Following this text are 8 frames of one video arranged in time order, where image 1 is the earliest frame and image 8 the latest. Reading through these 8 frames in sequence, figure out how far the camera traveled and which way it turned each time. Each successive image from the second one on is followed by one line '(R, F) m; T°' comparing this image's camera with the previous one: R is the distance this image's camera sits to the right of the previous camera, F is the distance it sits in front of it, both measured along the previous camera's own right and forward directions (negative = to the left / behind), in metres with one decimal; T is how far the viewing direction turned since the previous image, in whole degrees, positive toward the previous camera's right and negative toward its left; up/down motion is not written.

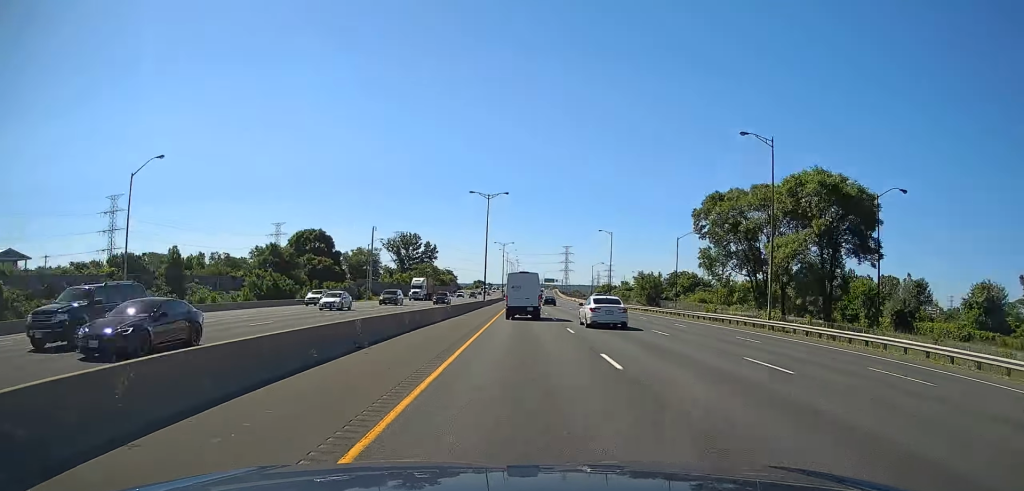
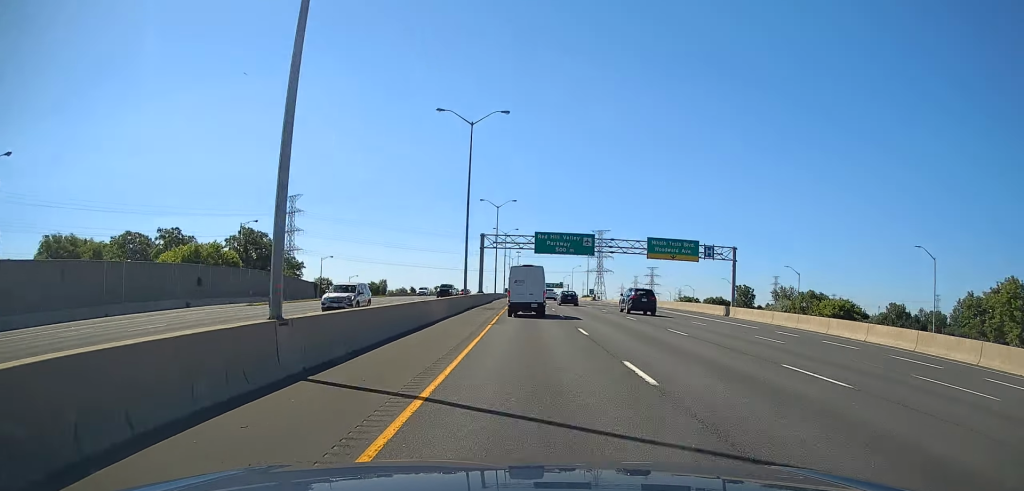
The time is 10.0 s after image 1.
(+0.2, +317.0) m; 0°
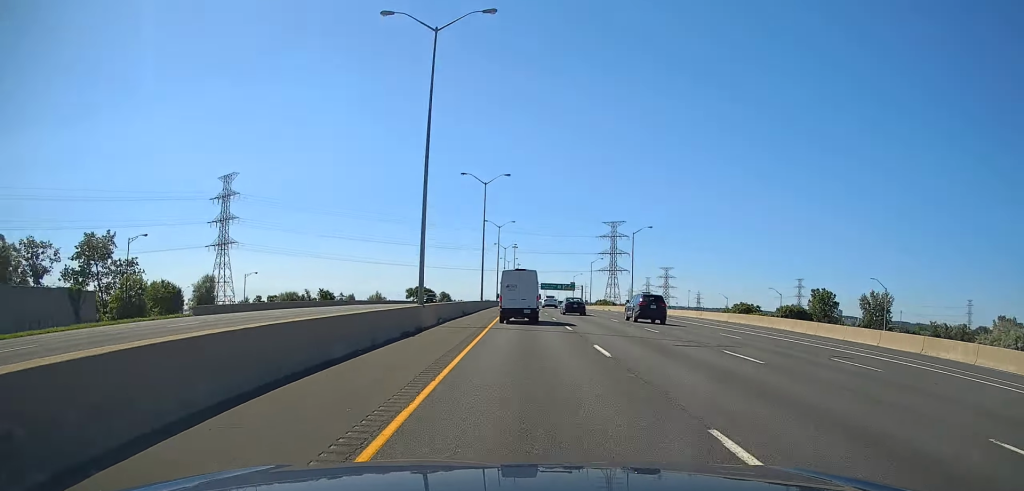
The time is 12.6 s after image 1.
(+0.1, +78.3) m; 0°
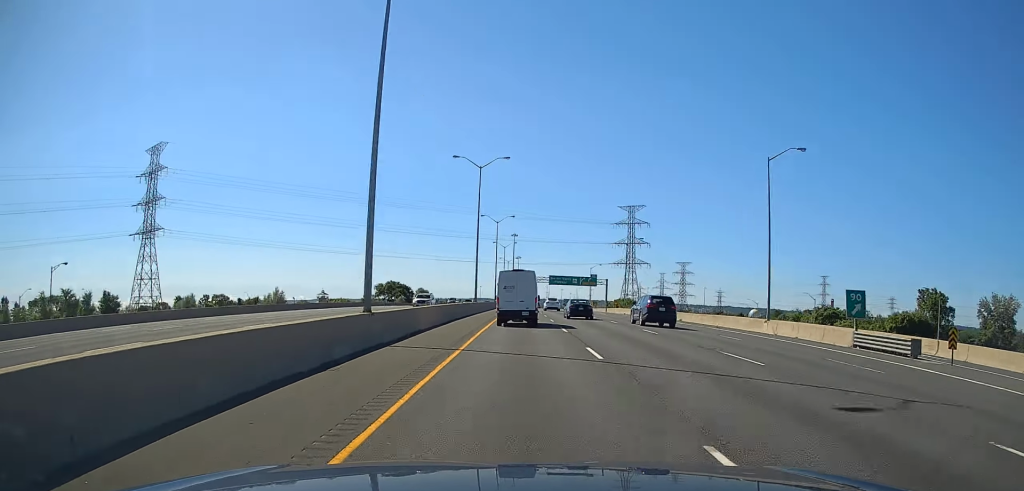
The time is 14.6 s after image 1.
(0.0, +60.7) m; 0°
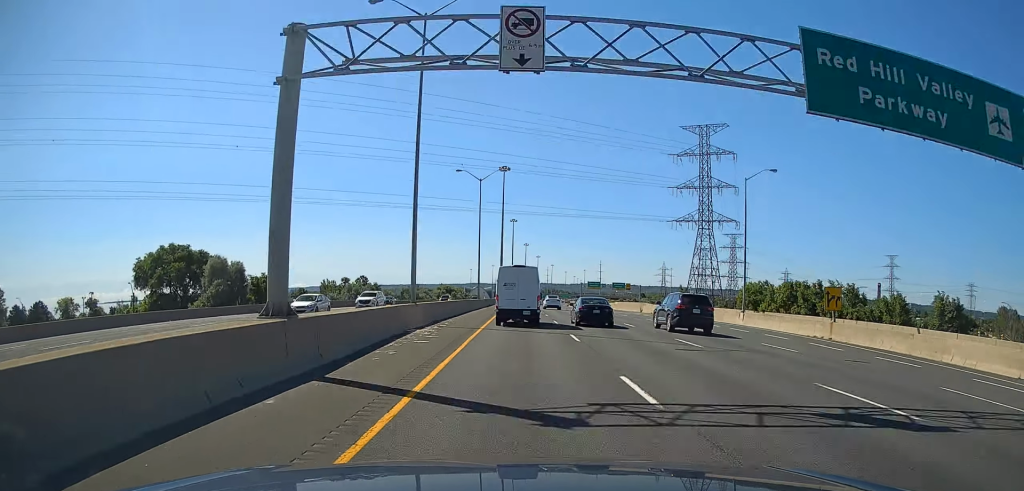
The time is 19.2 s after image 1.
(+0.1, +139.0) m; 0°
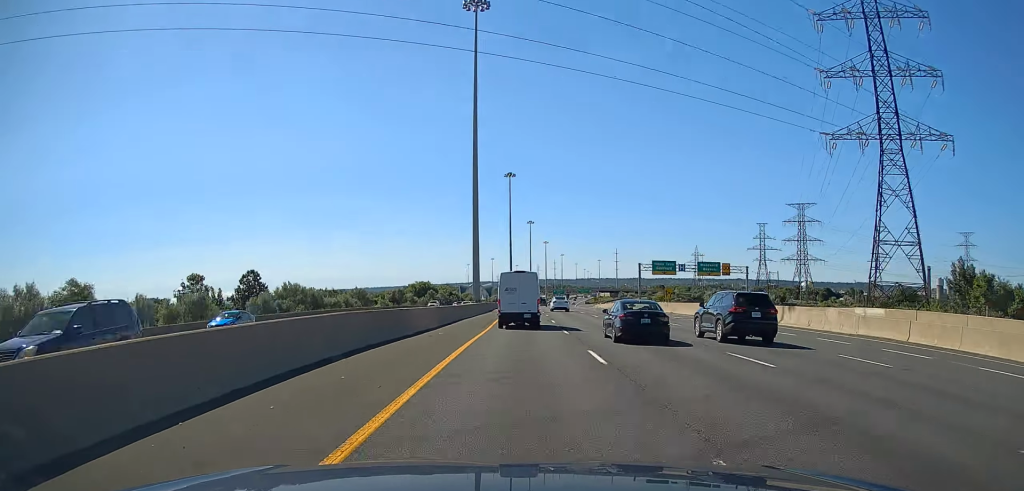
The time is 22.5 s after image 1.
(+0.2, +104.6) m; +1°
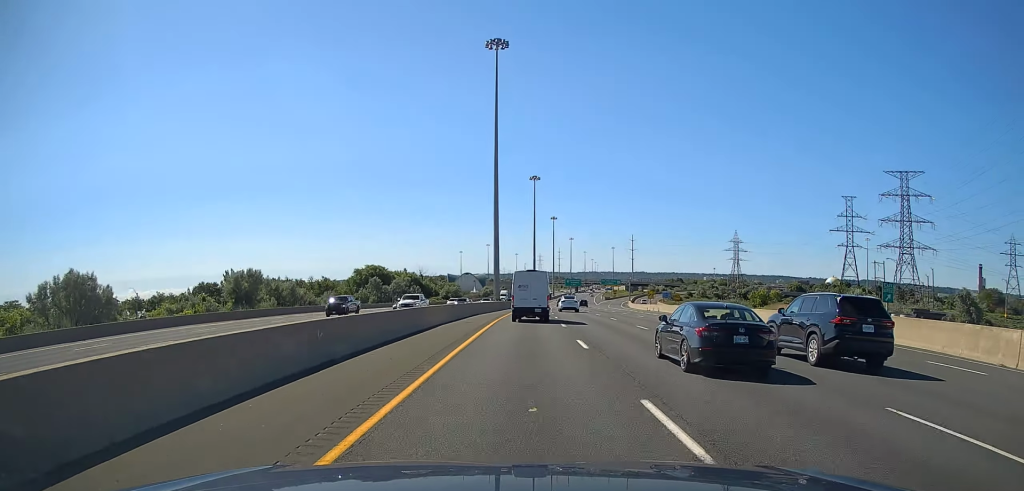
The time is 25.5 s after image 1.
(+0.4, +95.6) m; +1°
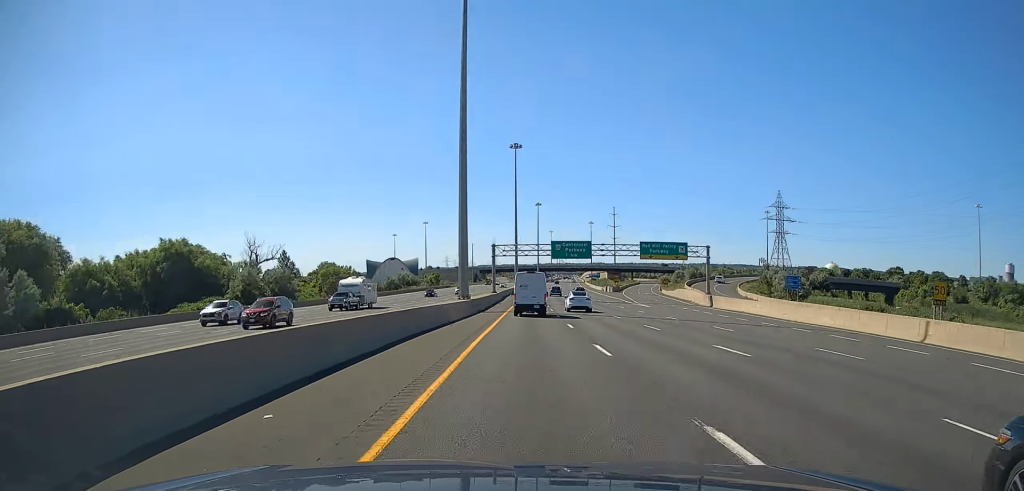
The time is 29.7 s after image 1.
(+1.4, +136.1) m; +2°
